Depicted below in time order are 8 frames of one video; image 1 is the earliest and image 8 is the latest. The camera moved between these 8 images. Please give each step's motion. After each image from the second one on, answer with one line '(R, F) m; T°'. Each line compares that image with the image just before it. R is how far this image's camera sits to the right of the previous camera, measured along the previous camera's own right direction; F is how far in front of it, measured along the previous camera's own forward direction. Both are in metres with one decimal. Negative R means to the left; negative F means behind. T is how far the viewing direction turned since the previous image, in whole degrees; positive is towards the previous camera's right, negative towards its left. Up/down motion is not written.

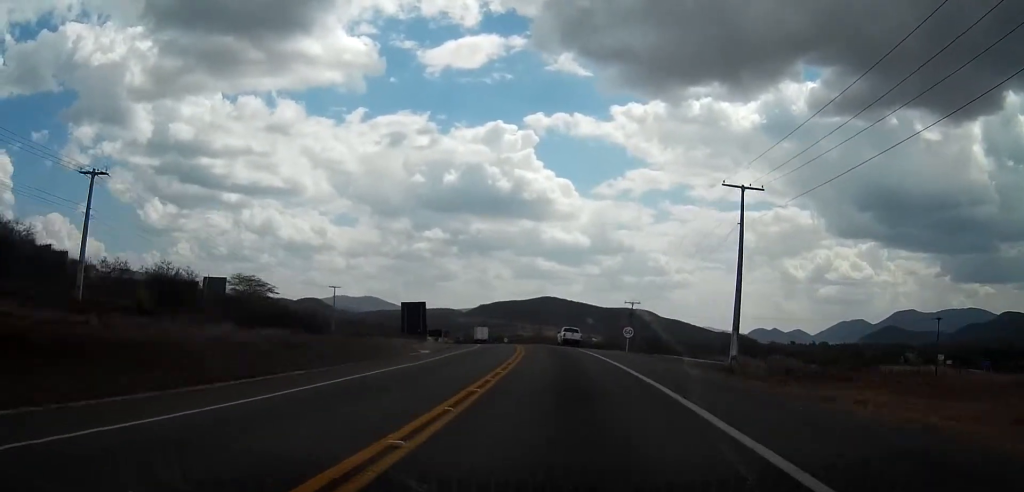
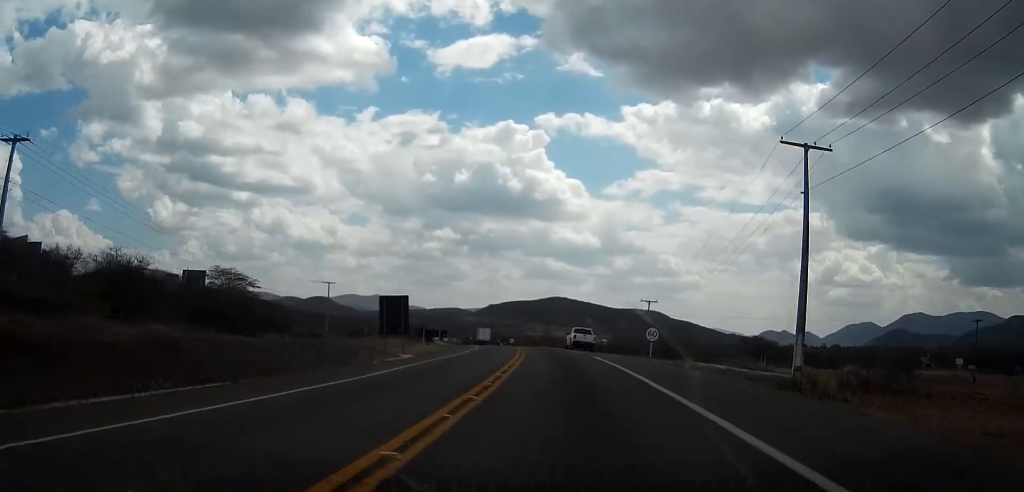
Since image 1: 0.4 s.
(-0.1, +9.7) m; -1°
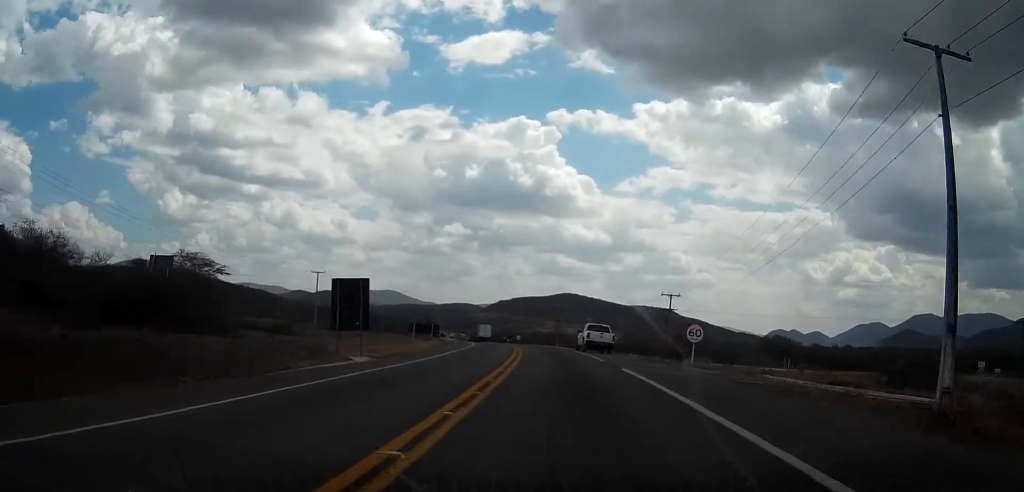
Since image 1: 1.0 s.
(-0.1, +12.0) m; -1°
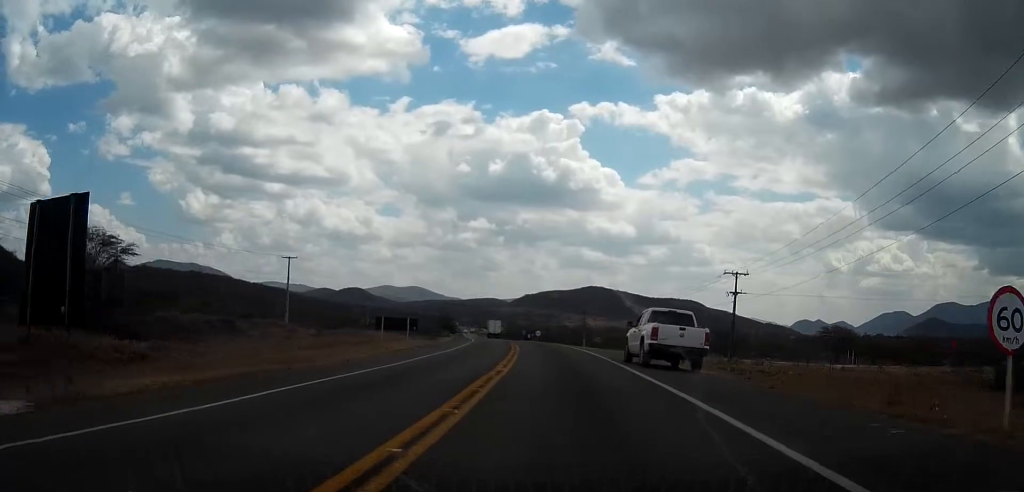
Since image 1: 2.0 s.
(-0.3, +24.1) m; -2°
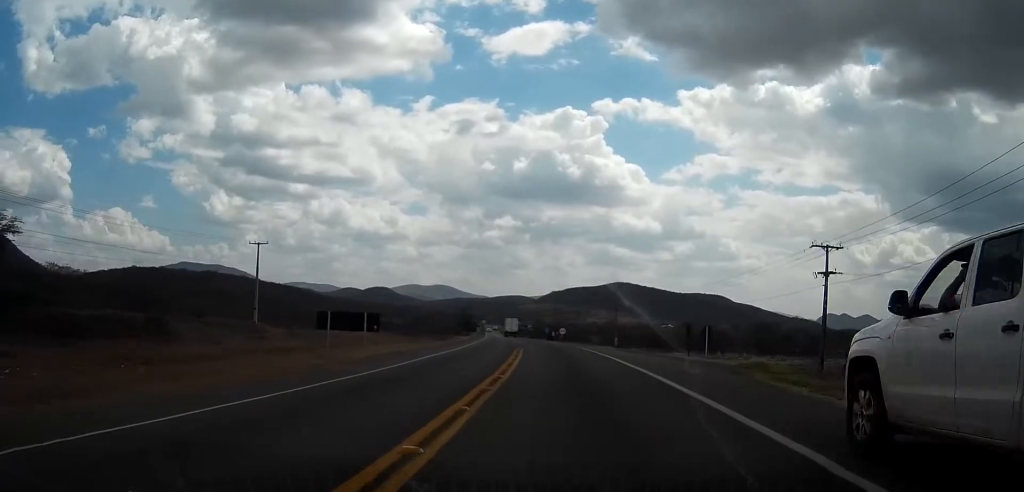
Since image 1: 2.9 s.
(-0.3, +18.8) m; -2°
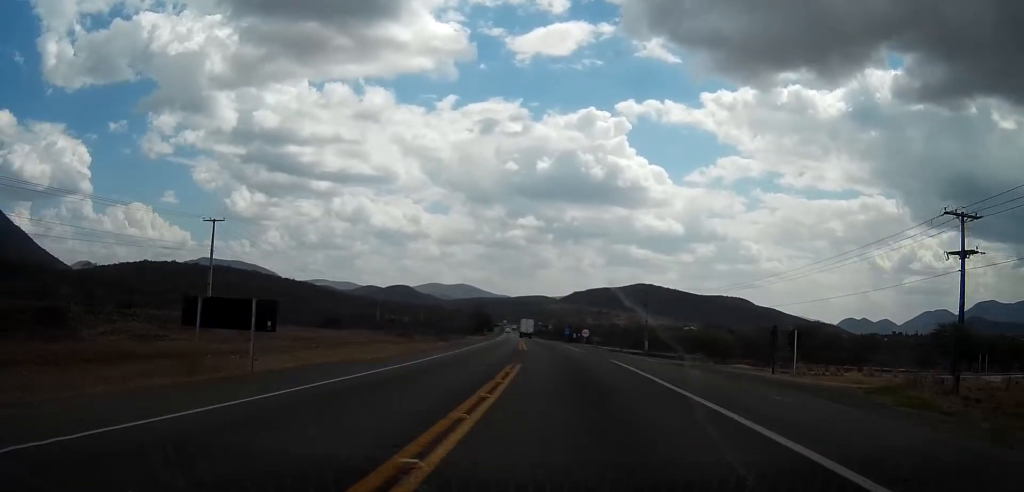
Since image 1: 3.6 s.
(-0.3, +16.7) m; -2°
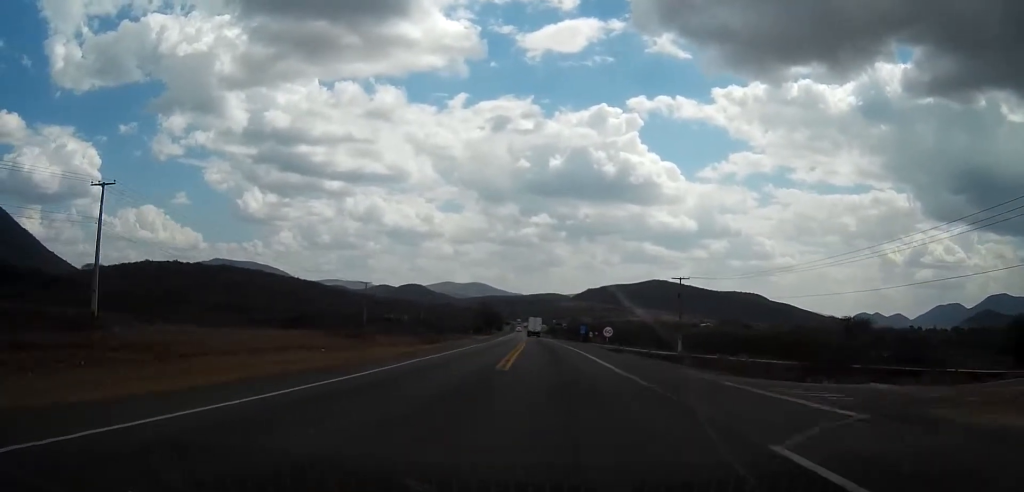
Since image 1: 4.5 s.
(-0.4, +20.7) m; -1°
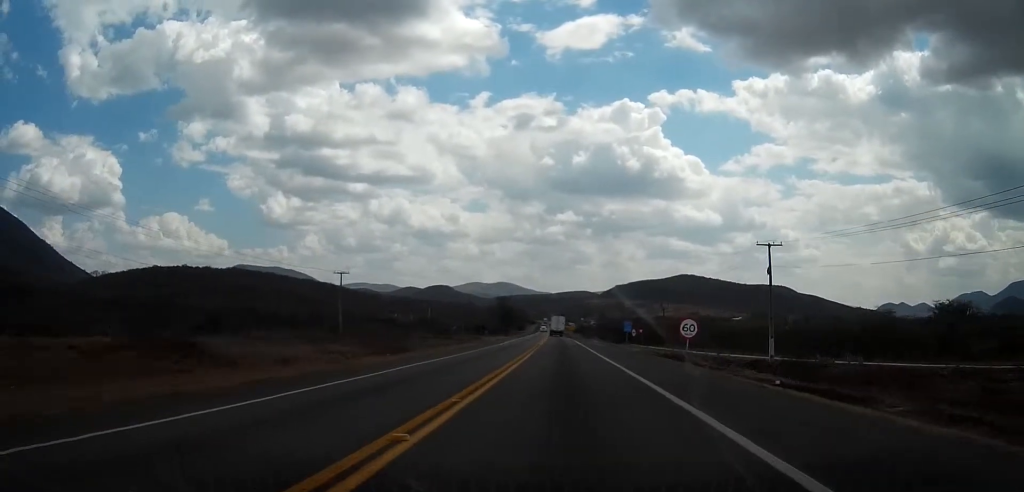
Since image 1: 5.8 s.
(-0.3, +31.1) m; -1°
